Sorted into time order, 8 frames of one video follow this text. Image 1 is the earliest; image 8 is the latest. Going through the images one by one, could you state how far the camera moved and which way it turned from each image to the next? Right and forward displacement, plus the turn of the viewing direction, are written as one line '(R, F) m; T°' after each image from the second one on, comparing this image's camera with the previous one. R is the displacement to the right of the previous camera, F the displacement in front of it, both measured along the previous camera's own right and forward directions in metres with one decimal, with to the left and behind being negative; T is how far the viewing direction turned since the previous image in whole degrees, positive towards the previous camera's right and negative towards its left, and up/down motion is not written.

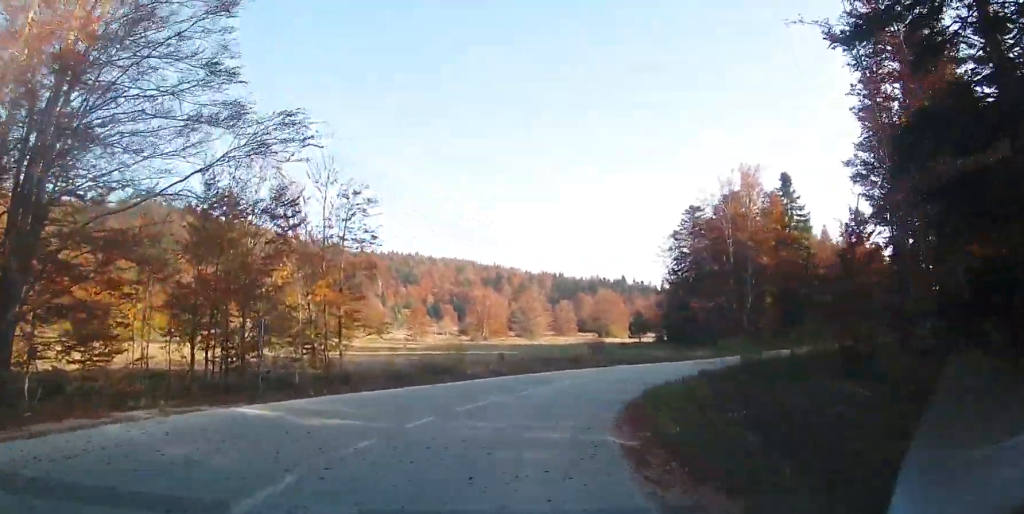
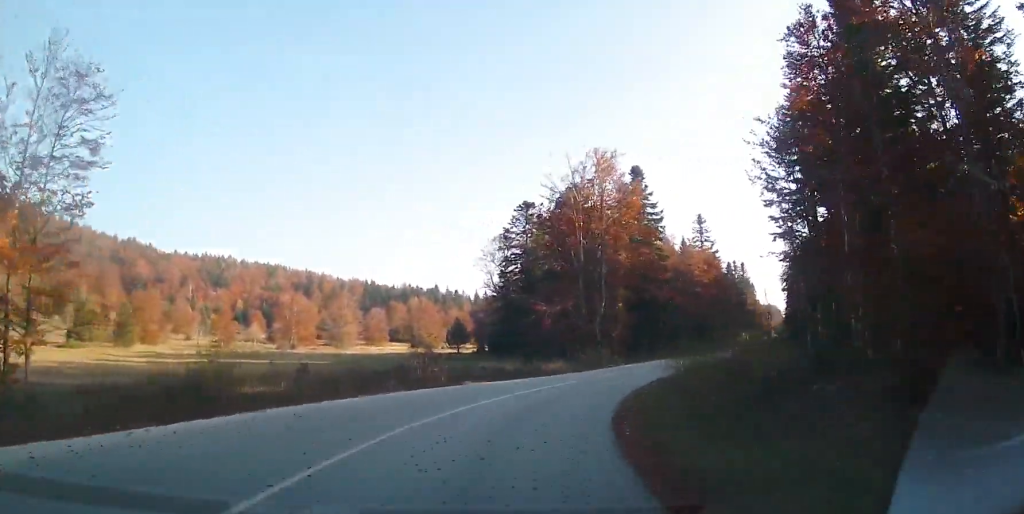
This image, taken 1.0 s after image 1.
(+1.9, +10.3) m; +18°
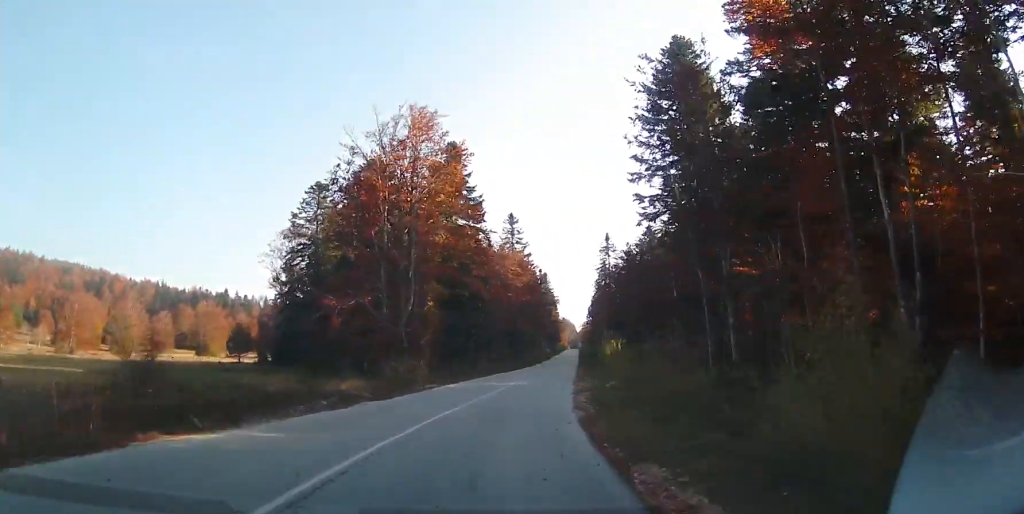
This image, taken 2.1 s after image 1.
(+1.9, +13.1) m; +18°
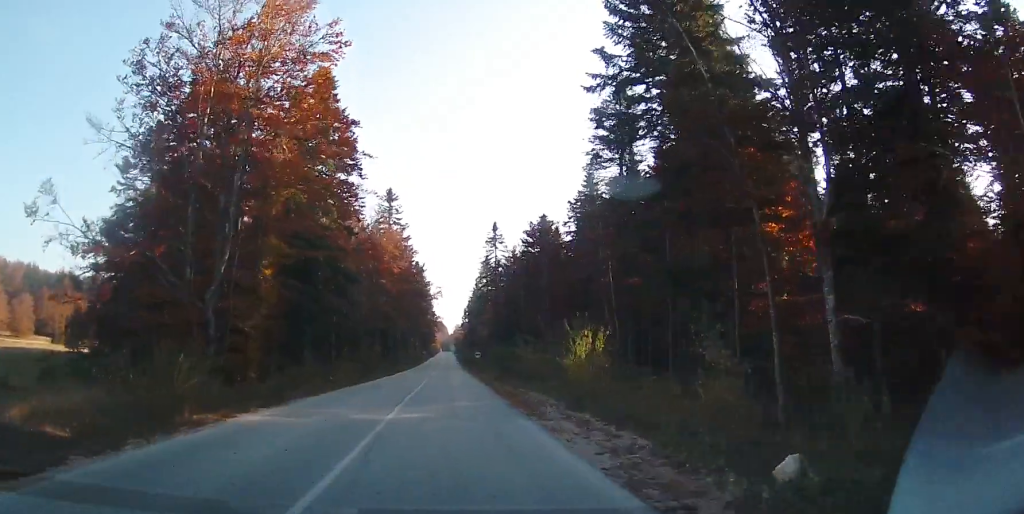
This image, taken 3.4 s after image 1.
(+2.7, +16.2) m; +14°
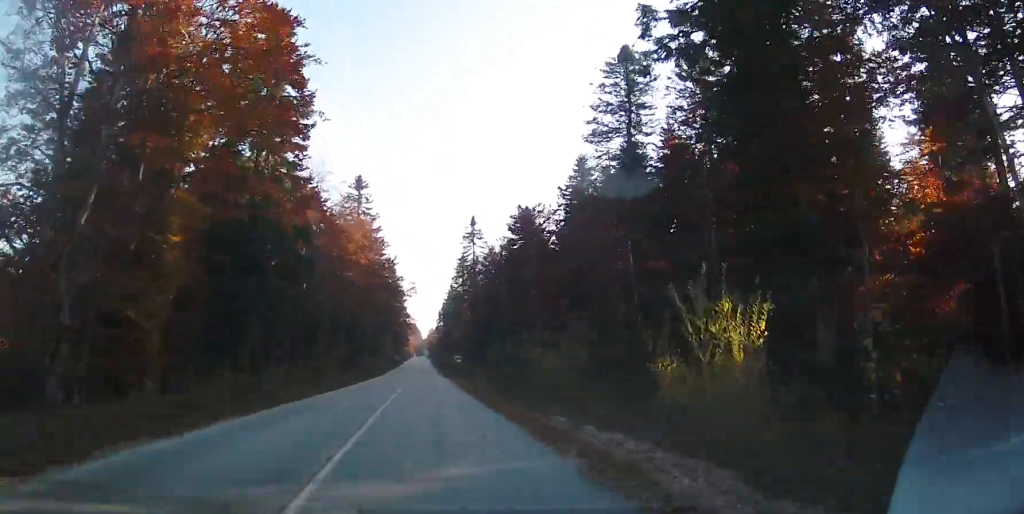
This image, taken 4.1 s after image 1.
(+0.5, +9.8) m; +2°
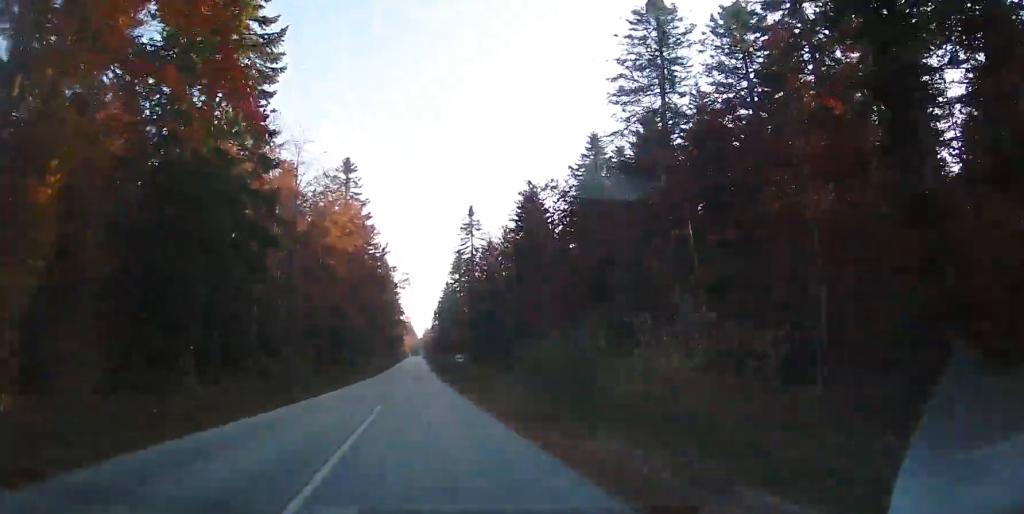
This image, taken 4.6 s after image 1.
(+0.1, +8.9) m; +1°
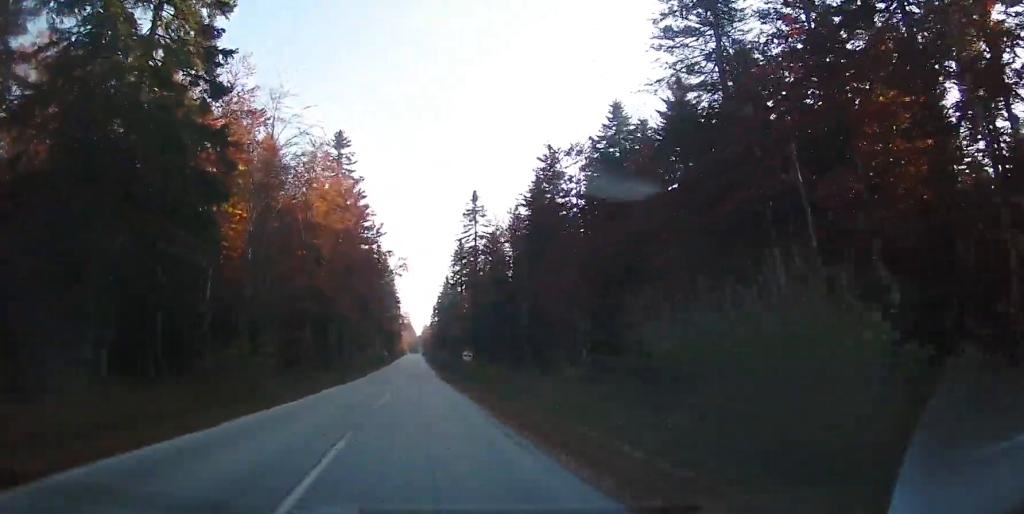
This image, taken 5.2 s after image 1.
(0.0, +8.6) m; 0°
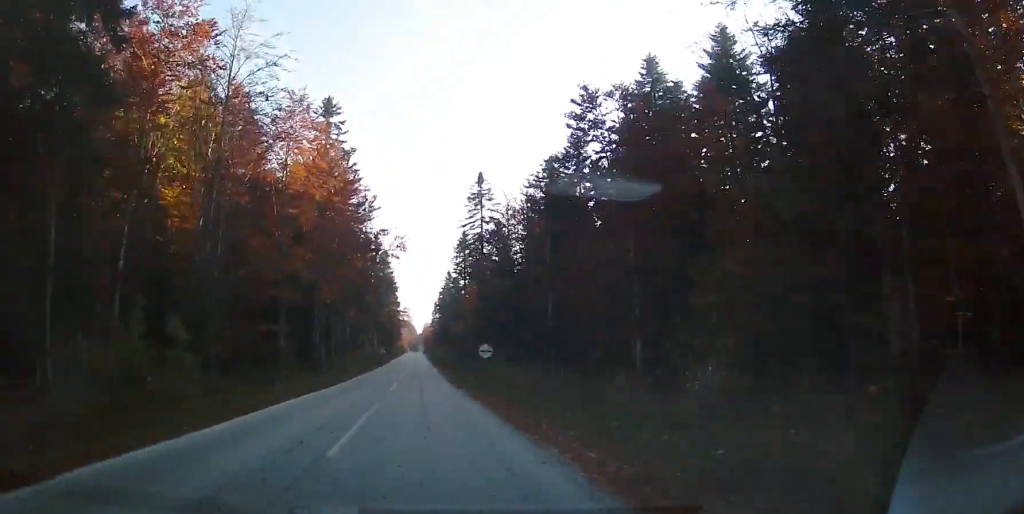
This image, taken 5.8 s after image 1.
(0.0, +10.2) m; -1°
